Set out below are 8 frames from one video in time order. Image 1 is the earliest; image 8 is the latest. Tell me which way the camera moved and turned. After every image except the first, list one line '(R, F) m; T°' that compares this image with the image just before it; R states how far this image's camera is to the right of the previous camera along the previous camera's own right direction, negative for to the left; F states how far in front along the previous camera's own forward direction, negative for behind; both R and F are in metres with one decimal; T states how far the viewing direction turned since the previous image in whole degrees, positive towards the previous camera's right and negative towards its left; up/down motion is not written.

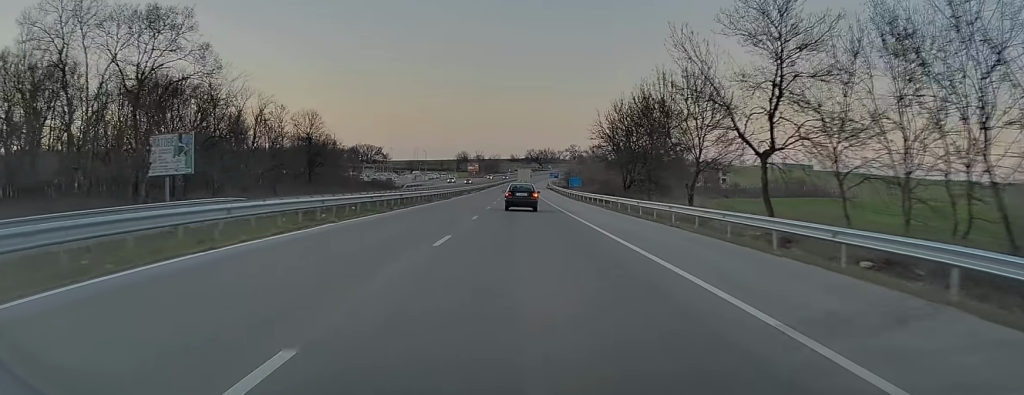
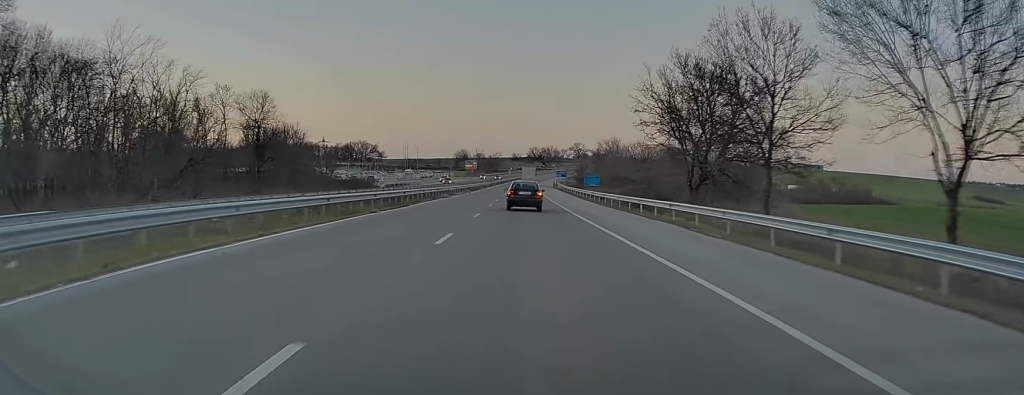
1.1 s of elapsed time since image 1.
(0.0, +23.7) m; 0°
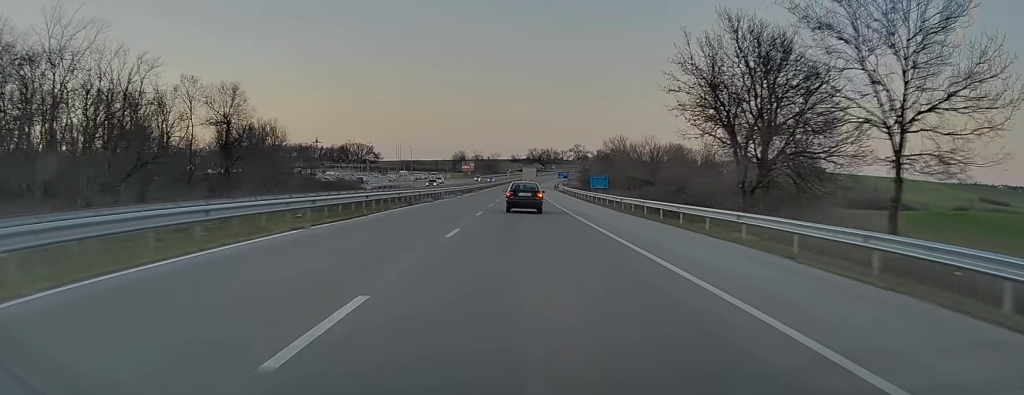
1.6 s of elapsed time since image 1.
(0.0, +9.6) m; 0°
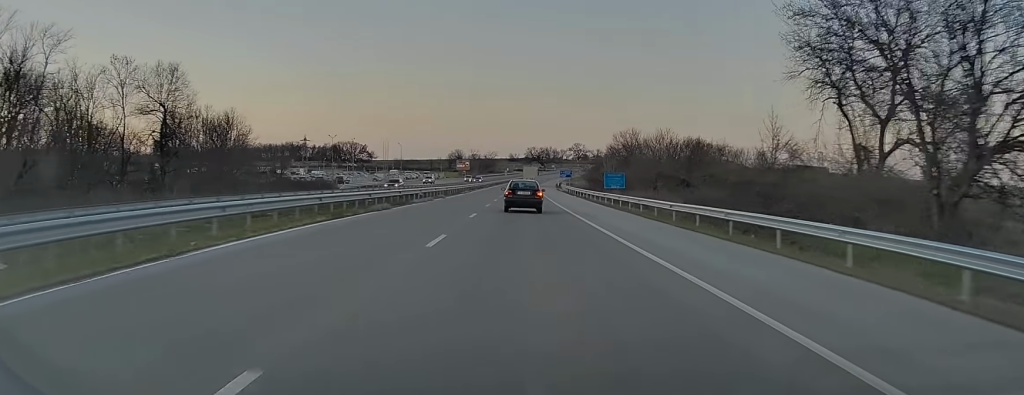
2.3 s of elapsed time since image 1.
(0.0, +15.0) m; 0°
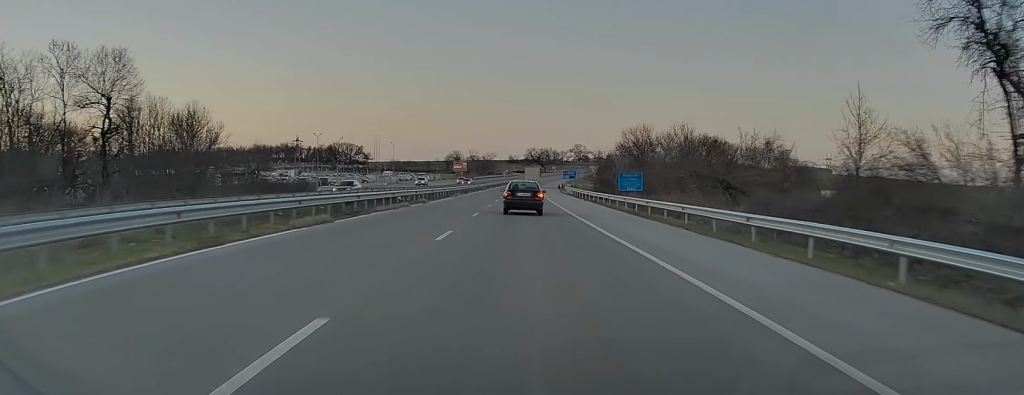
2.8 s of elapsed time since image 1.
(0.0, +10.2) m; 0°
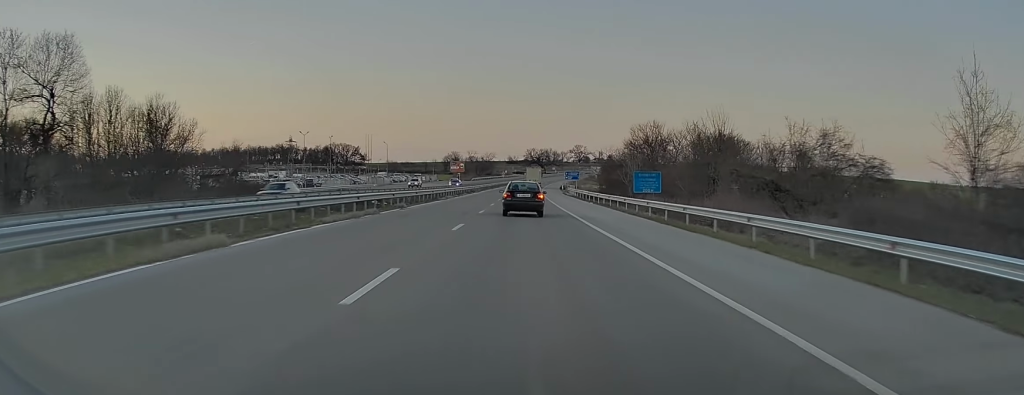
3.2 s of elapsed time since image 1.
(0.0, +8.1) m; 0°
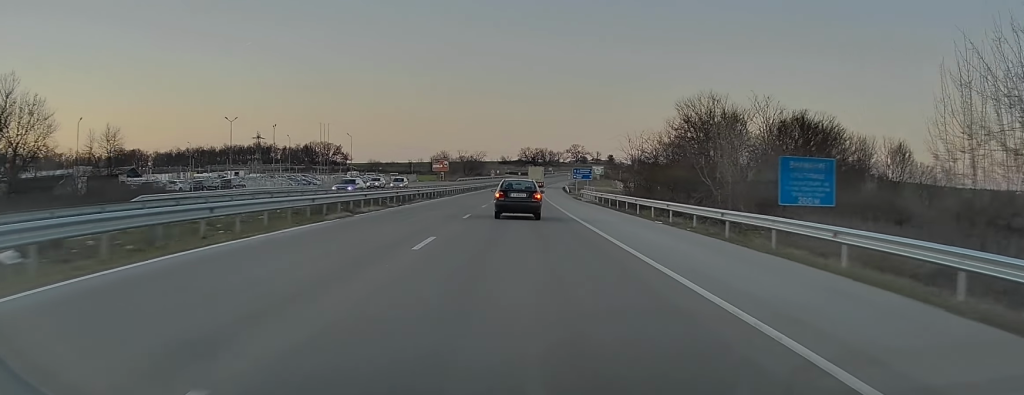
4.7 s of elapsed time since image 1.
(0.0, +29.8) m; +1°
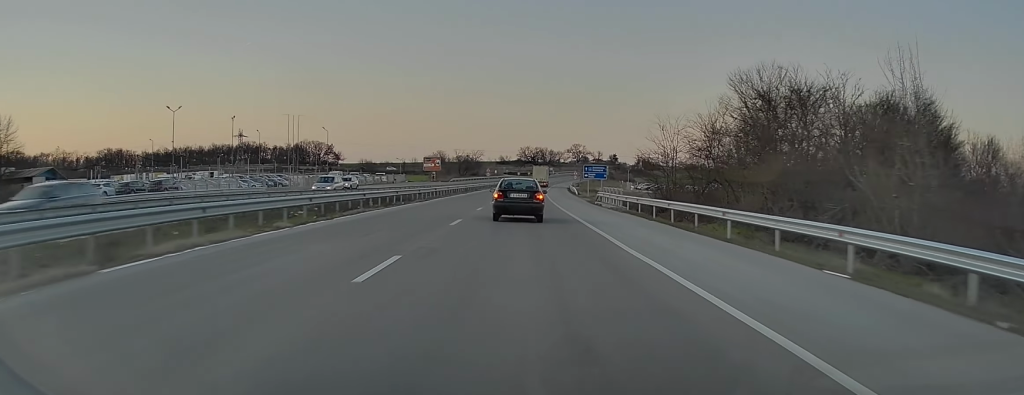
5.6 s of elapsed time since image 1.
(+0.1, +16.3) m; +1°
